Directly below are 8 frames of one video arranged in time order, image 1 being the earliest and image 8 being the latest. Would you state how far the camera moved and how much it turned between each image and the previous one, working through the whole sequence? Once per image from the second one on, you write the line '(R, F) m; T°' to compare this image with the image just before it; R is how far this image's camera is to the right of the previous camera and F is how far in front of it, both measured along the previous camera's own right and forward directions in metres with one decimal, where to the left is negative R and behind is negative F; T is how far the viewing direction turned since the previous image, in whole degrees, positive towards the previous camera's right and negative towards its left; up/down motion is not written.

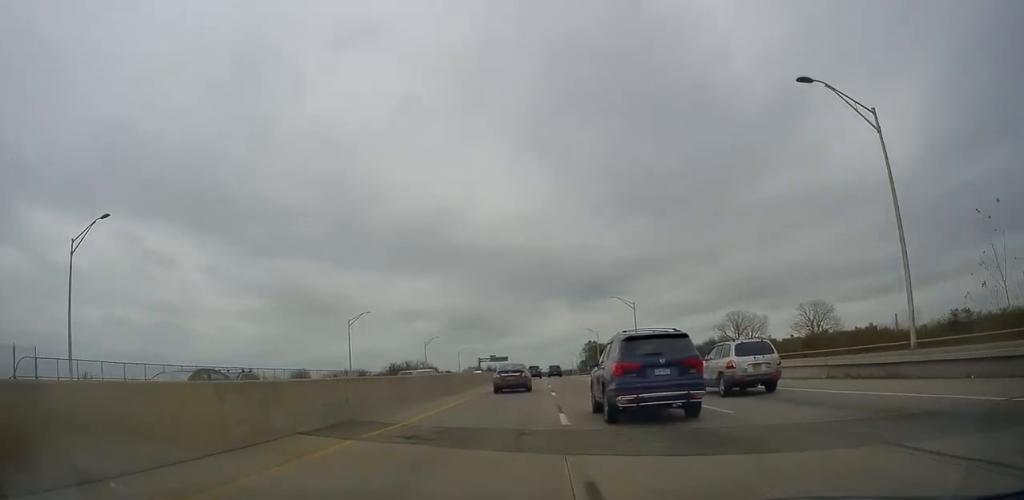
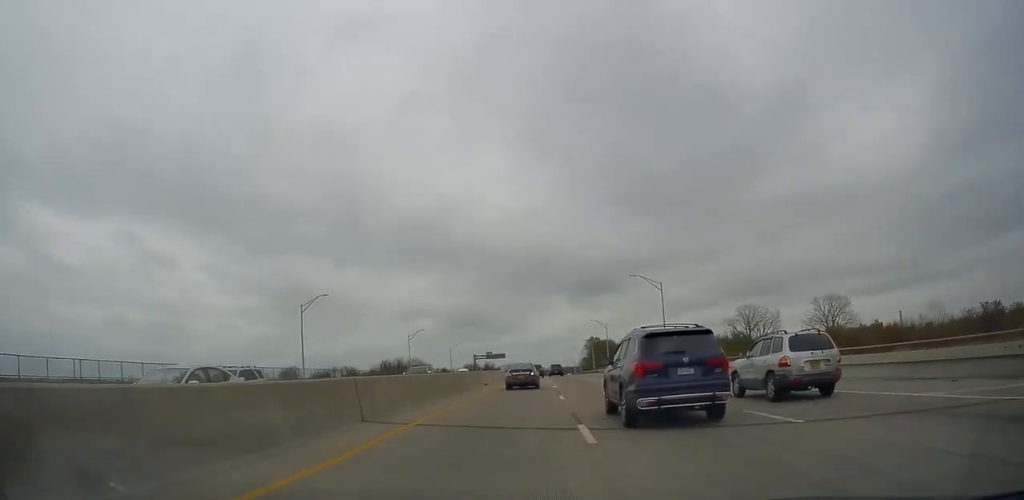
(-0.1, +15.8) m; 0°
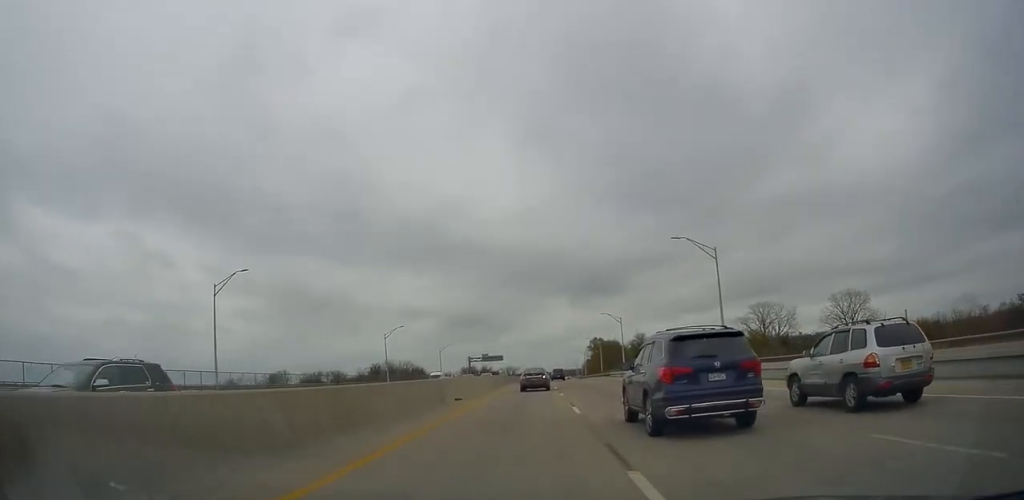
(+0.4, +17.8) m; 0°
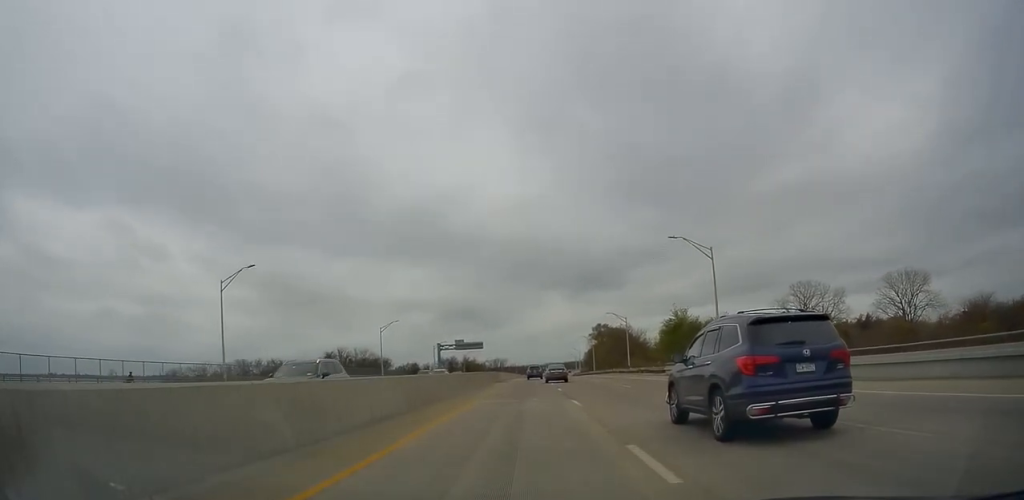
(-0.3, +48.4) m; 0°
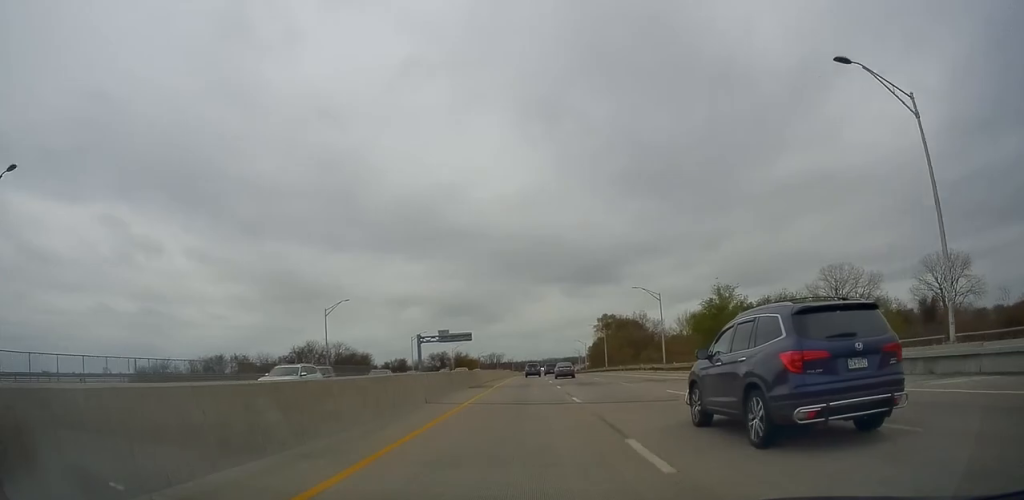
(+0.3, +24.3) m; +1°
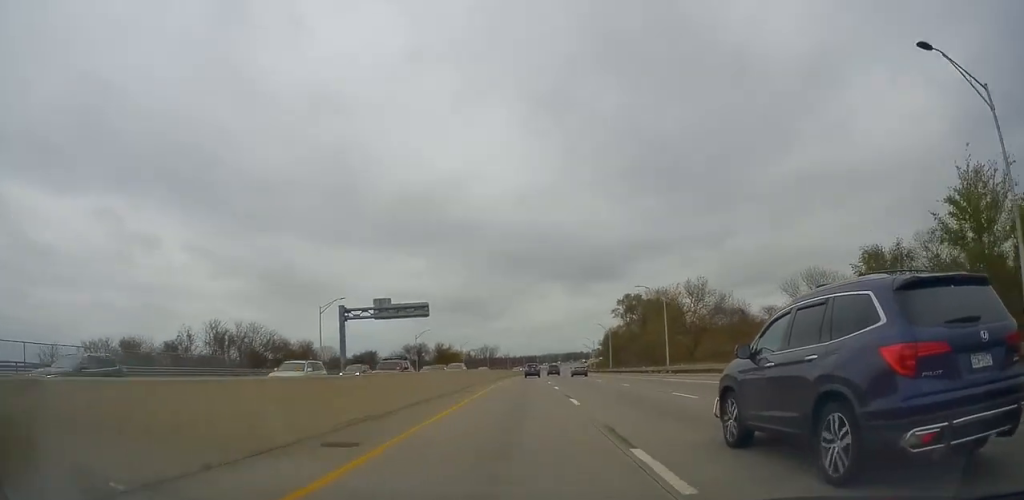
(+0.4, +50.9) m; +1°
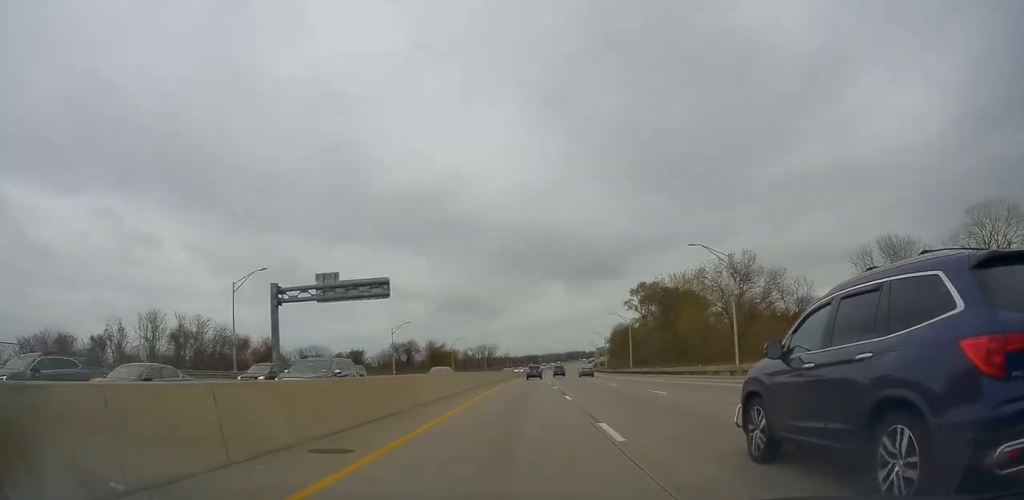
(-0.3, +20.6) m; -1°
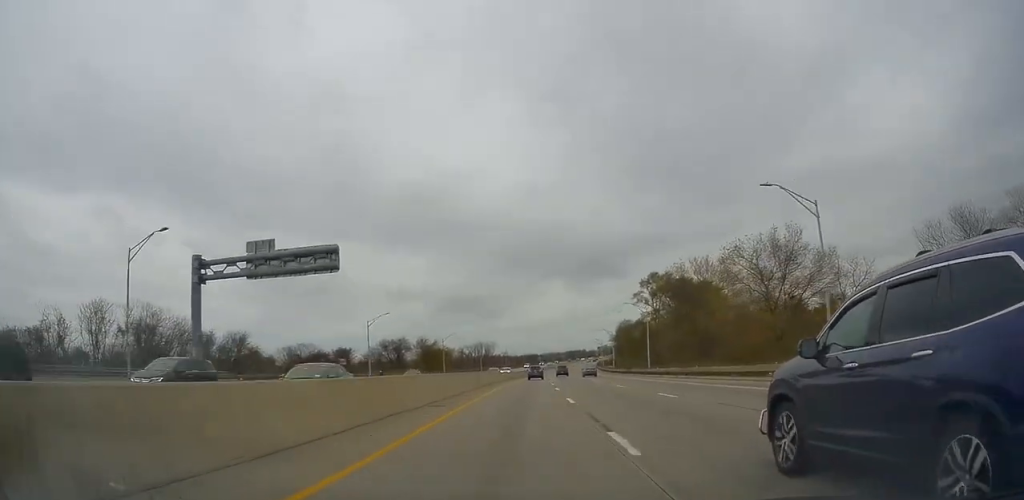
(0.0, +13.7) m; 0°
